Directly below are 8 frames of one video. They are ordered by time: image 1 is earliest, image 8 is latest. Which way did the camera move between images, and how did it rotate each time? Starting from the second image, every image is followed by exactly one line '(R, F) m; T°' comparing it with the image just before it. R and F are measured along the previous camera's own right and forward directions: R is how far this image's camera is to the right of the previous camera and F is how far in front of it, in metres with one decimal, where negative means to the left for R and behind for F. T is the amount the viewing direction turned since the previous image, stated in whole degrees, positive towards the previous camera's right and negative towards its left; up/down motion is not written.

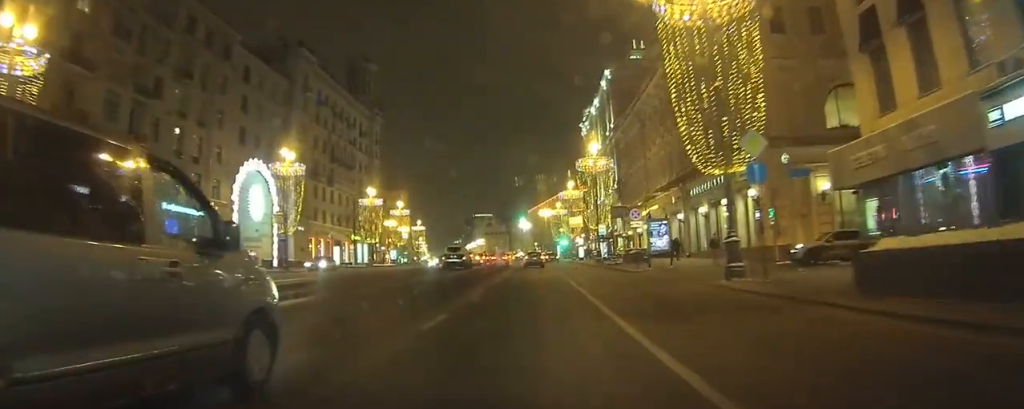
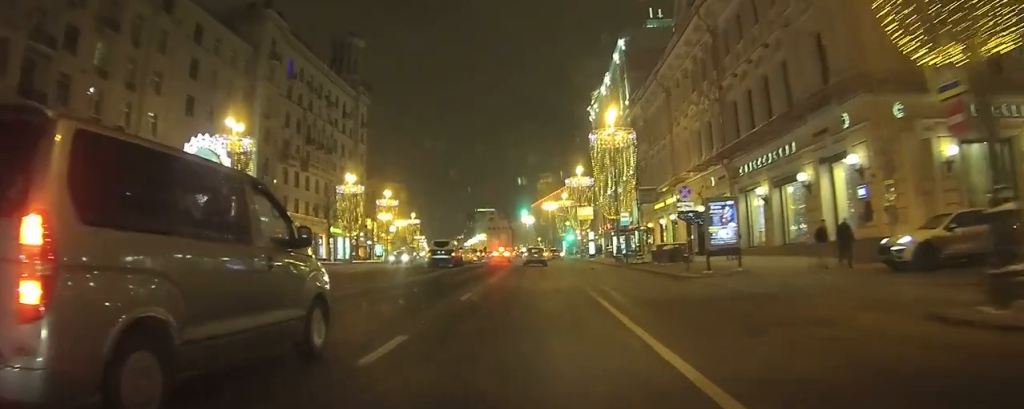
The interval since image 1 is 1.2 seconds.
(+0.2, +11.5) m; 0°
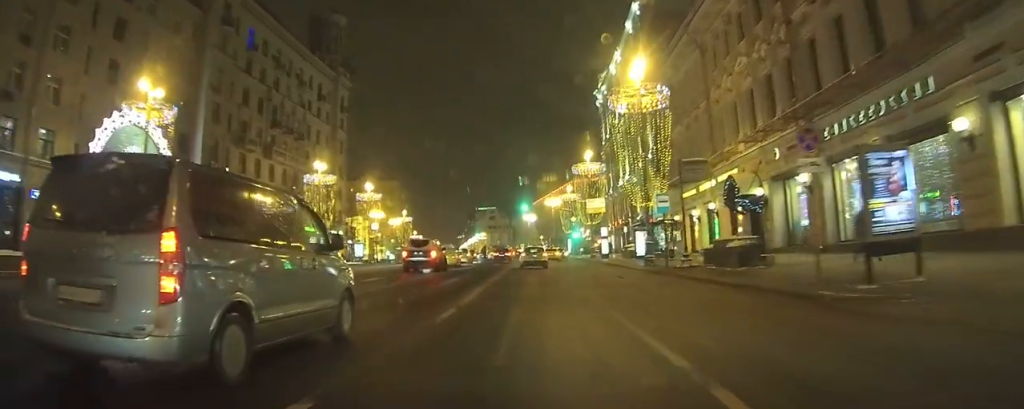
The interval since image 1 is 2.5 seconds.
(-0.3, +11.7) m; -3°
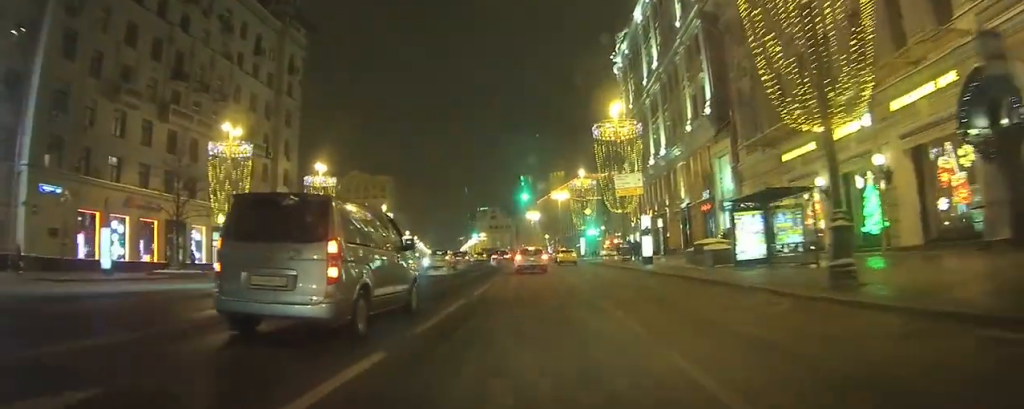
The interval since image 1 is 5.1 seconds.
(-0.4, +21.4) m; -1°
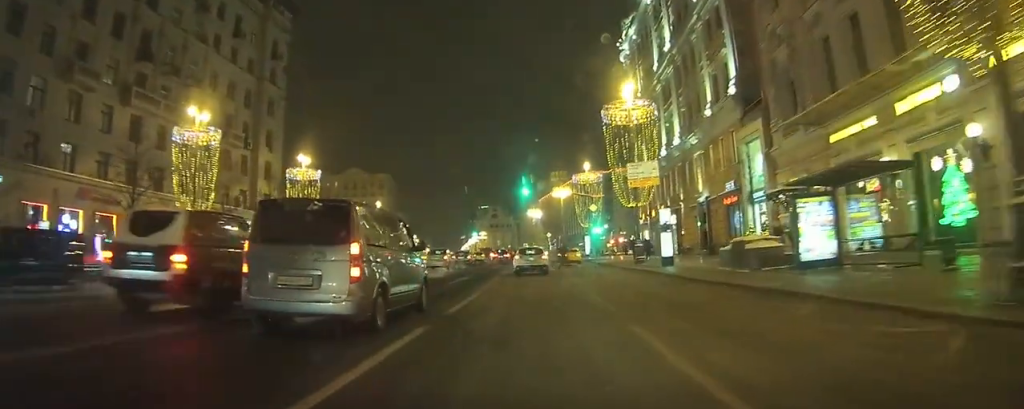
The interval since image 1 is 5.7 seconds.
(0.0, +5.3) m; +1°
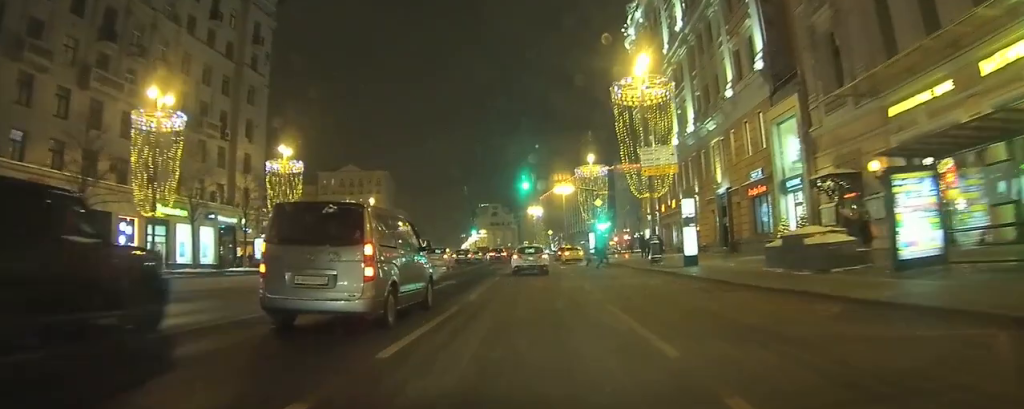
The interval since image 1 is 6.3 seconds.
(0.0, +4.7) m; +1°
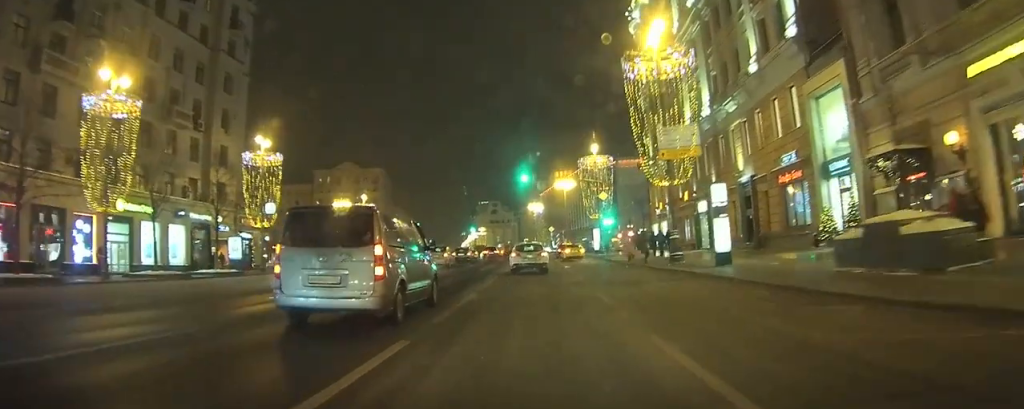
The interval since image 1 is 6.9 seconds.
(+0.1, +4.6) m; 0°
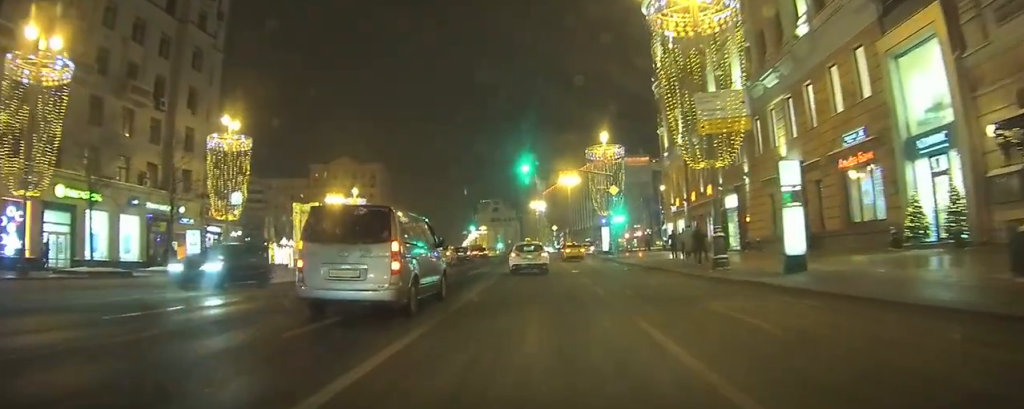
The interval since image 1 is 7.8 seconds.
(0.0, +6.4) m; 0°
